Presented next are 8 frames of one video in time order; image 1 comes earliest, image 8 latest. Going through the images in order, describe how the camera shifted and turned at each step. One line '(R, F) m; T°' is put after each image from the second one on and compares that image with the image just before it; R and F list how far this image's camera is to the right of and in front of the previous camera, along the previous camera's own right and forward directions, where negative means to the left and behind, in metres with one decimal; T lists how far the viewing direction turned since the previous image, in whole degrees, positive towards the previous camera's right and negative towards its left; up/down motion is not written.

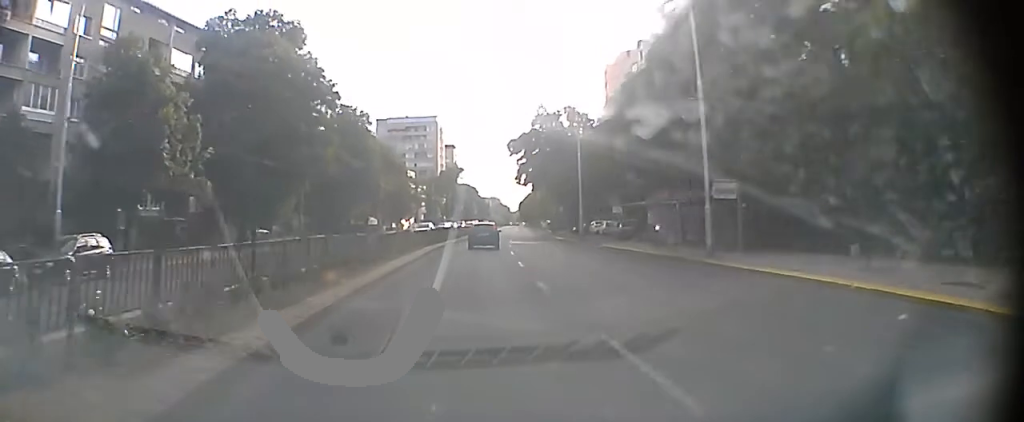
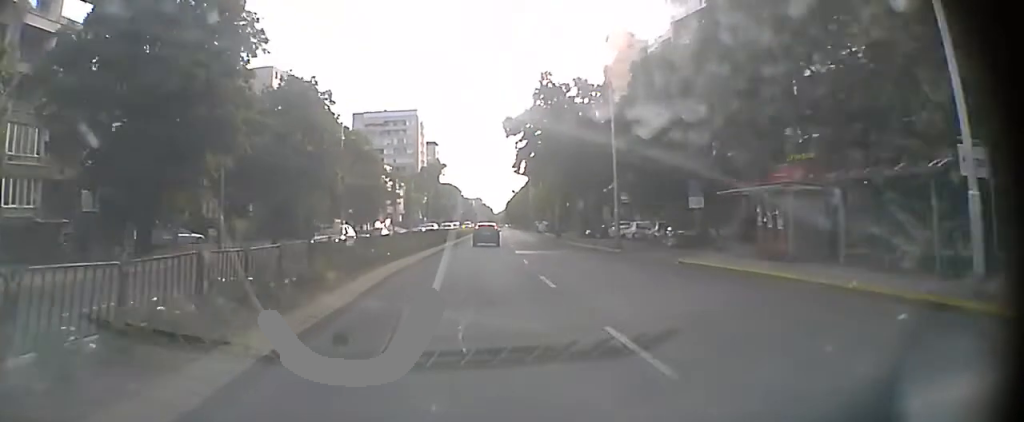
(+0.4, +16.6) m; +2°
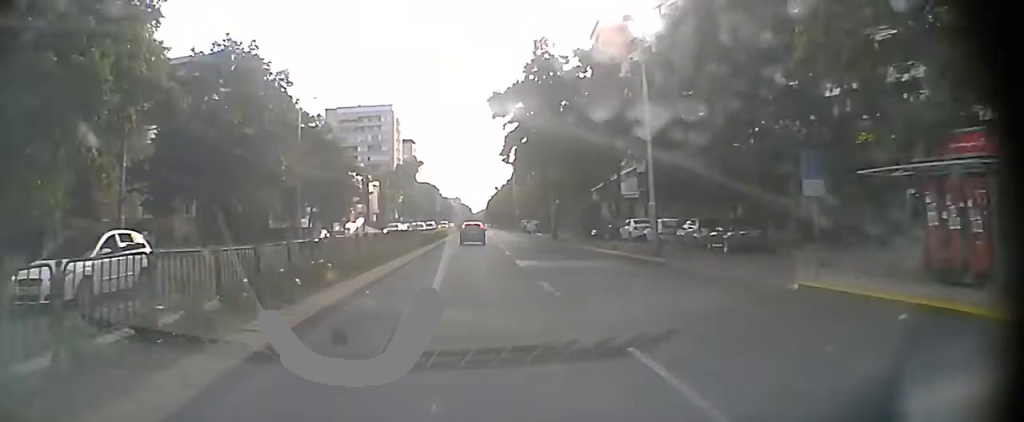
(+0.1, +10.6) m; +1°
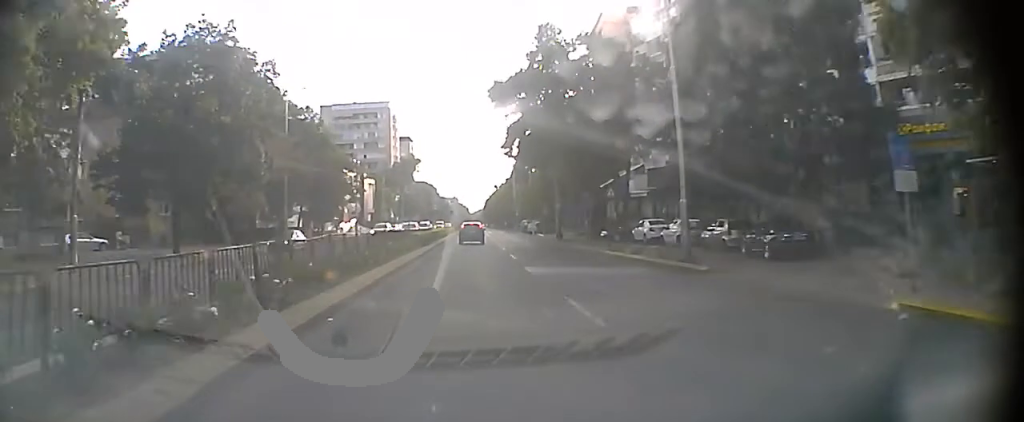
(0.0, +6.2) m; +1°
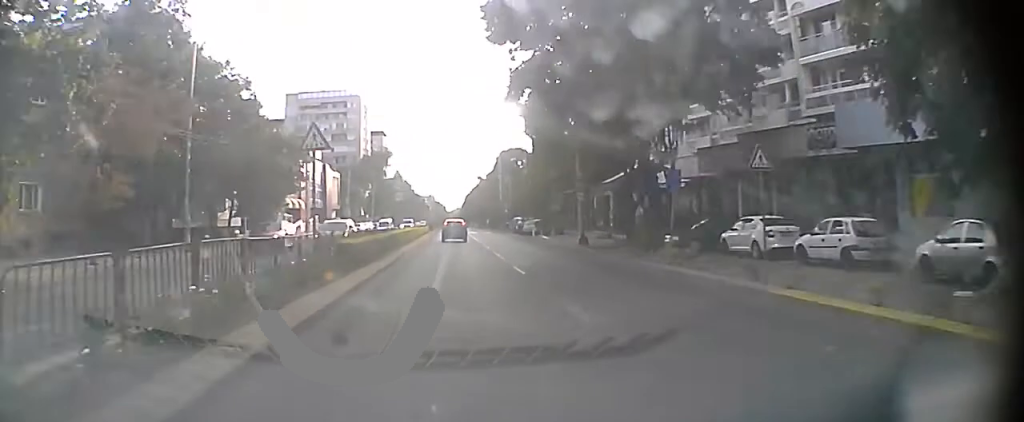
(+0.4, +18.2) m; +2°
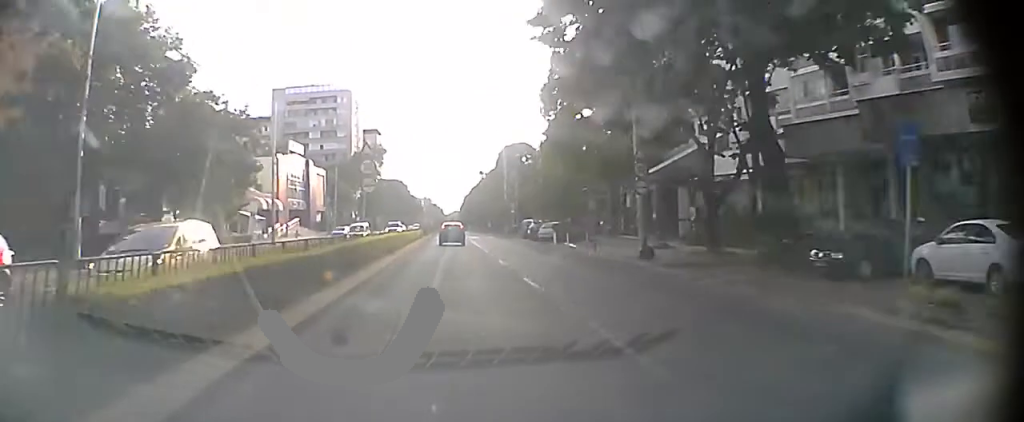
(0.0, +10.4) m; 0°
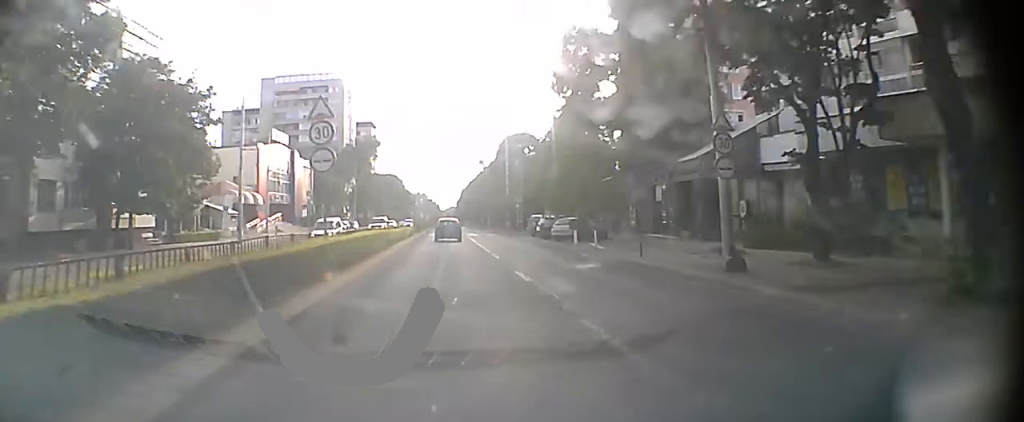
(0.0, +8.5) m; 0°
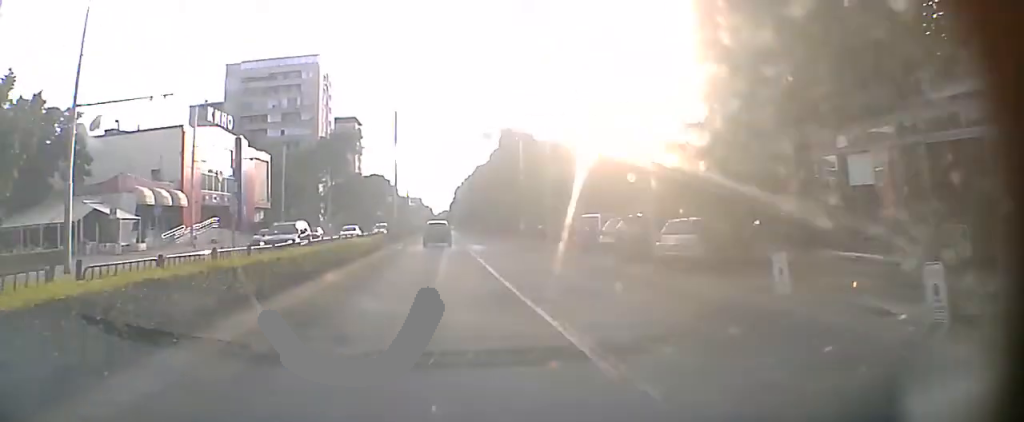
(+0.3, +23.1) m; +2°
